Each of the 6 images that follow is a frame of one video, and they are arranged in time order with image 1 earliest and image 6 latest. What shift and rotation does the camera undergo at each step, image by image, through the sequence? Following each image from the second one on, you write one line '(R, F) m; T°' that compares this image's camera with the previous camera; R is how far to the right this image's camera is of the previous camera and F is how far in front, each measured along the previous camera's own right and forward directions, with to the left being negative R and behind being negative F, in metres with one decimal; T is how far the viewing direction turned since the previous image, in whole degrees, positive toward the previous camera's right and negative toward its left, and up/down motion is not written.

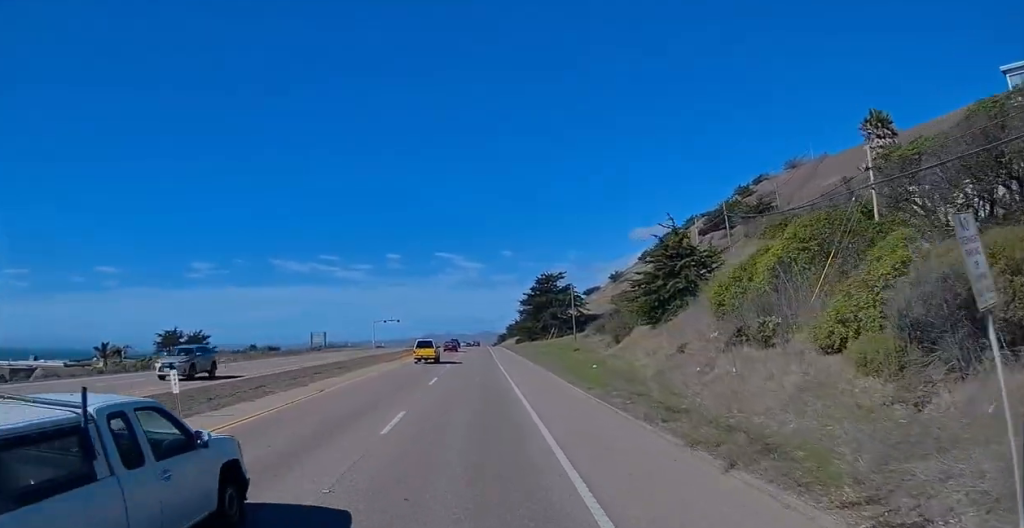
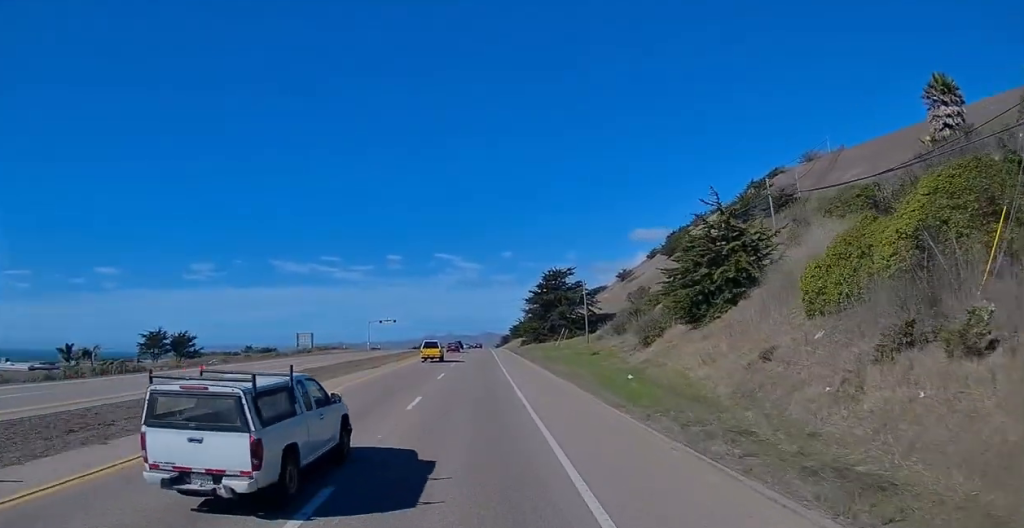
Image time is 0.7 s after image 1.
(-0.1, +8.8) m; +1°
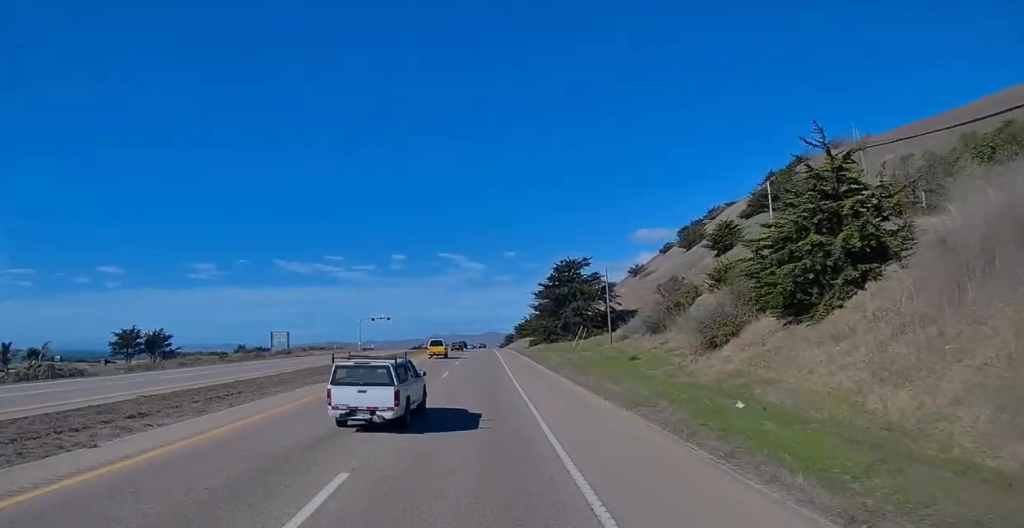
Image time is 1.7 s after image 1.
(+0.5, +13.6) m; +1°
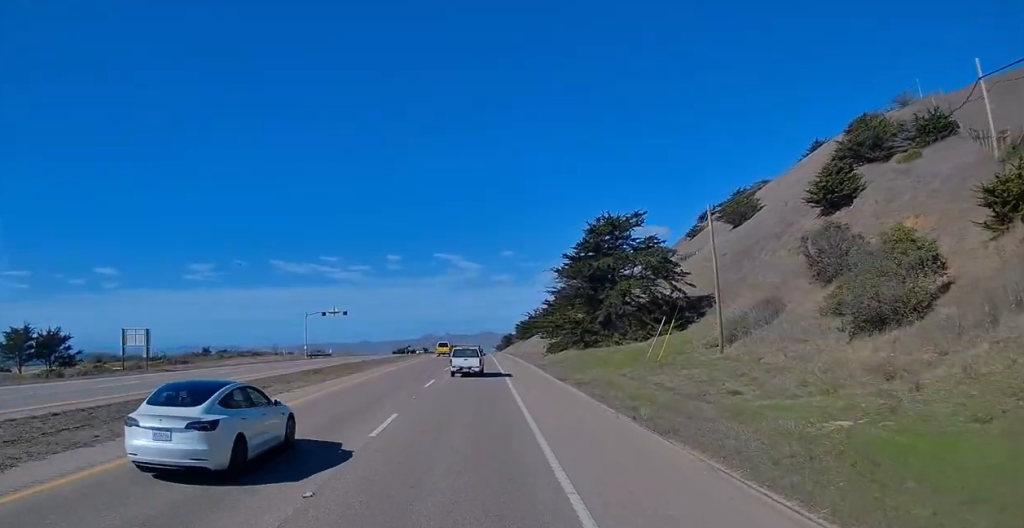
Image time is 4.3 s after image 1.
(-0.9, +36.9) m; -3°
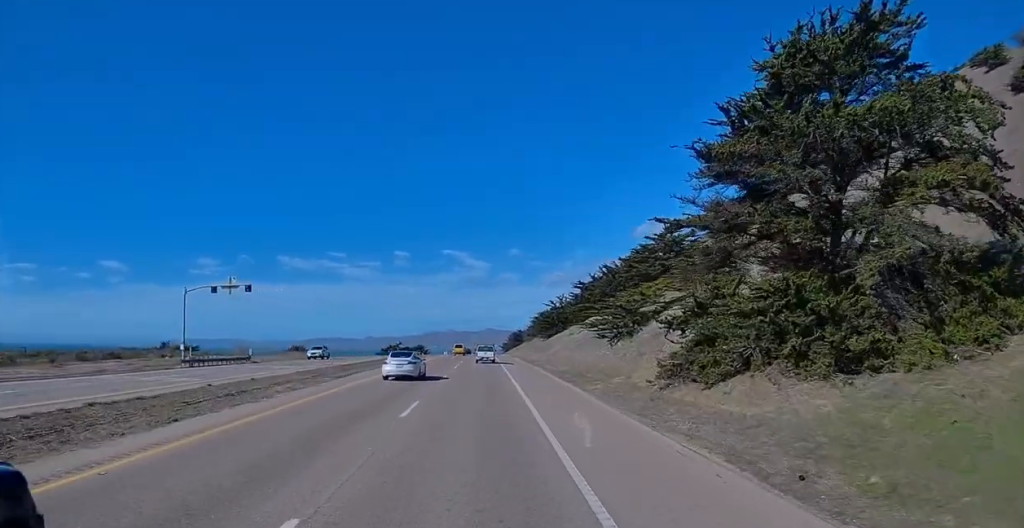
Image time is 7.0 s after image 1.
(+0.1, +40.0) m; +1°
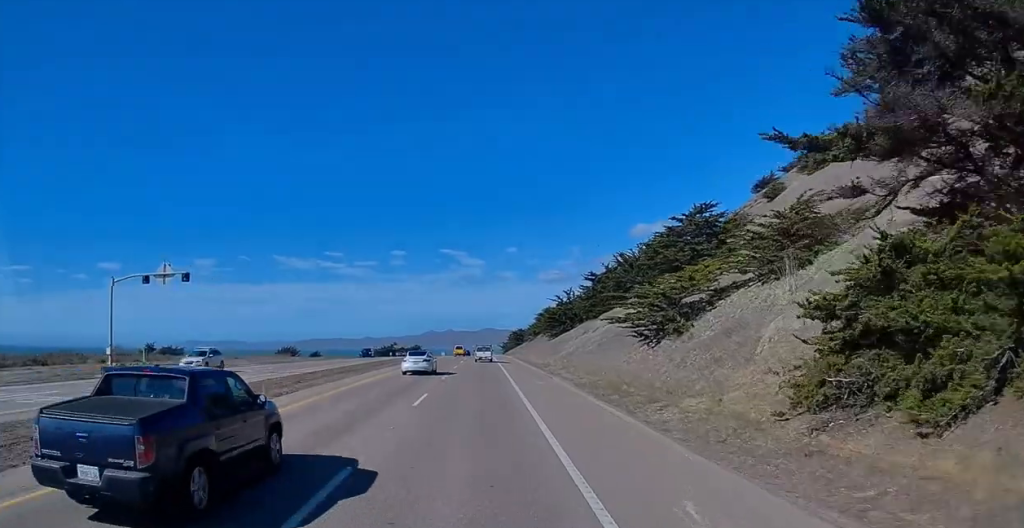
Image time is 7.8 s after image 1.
(+0.1, +12.0) m; 0°
